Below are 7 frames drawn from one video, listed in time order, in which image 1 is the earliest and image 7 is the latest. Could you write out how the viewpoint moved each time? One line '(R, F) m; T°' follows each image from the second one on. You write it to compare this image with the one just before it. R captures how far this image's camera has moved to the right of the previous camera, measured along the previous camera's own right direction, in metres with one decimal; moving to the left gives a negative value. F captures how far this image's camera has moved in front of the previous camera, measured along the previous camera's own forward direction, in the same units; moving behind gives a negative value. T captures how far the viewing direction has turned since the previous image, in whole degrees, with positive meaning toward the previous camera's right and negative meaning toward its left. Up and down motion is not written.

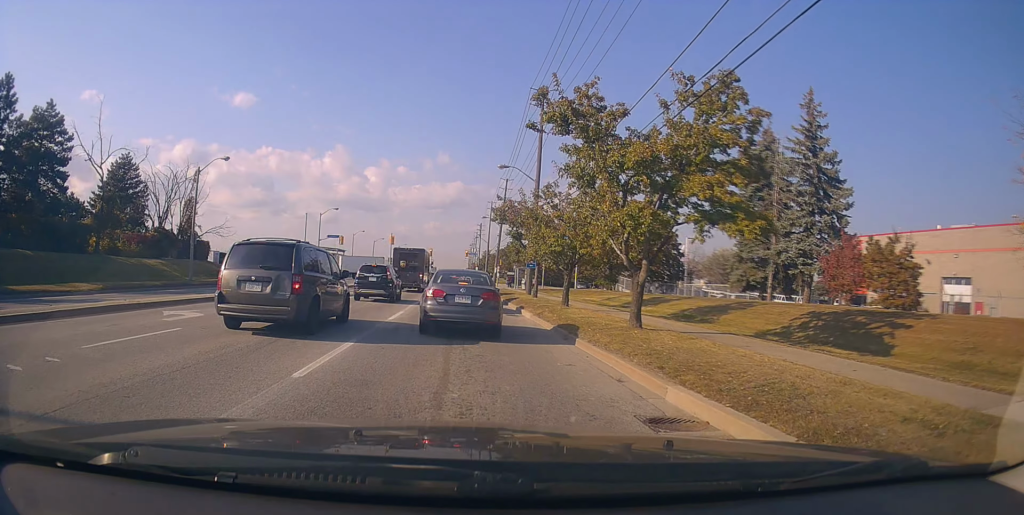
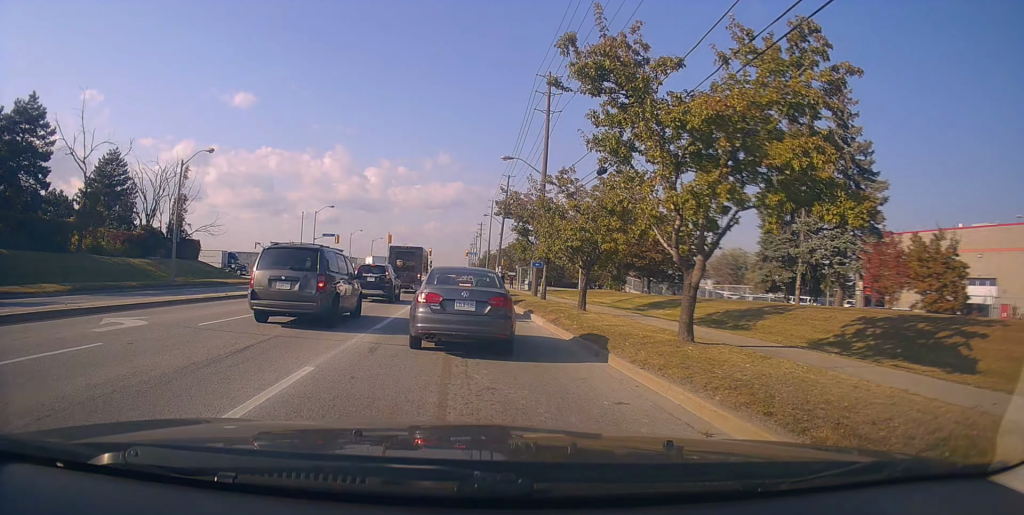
(-0.2, +2.9) m; -3°
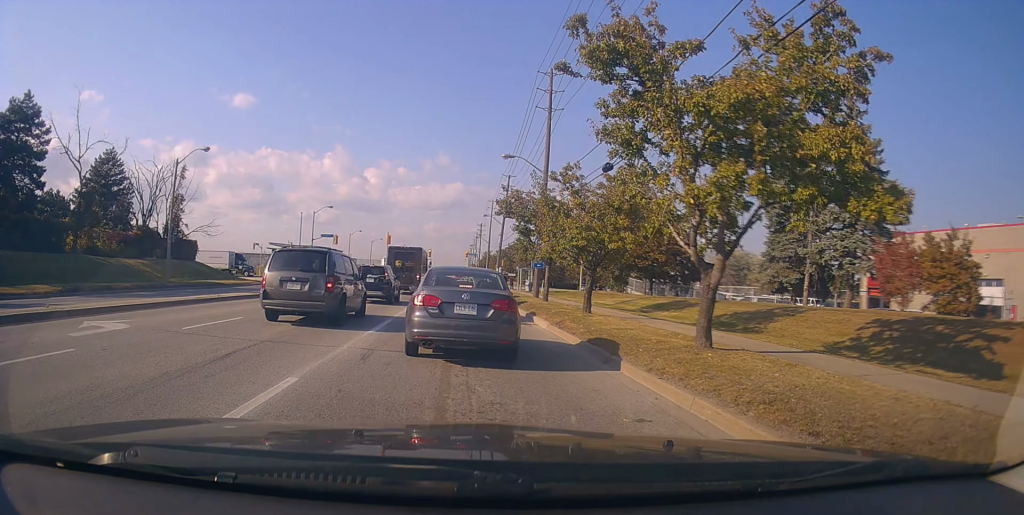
(-0.1, +1.0) m; 0°
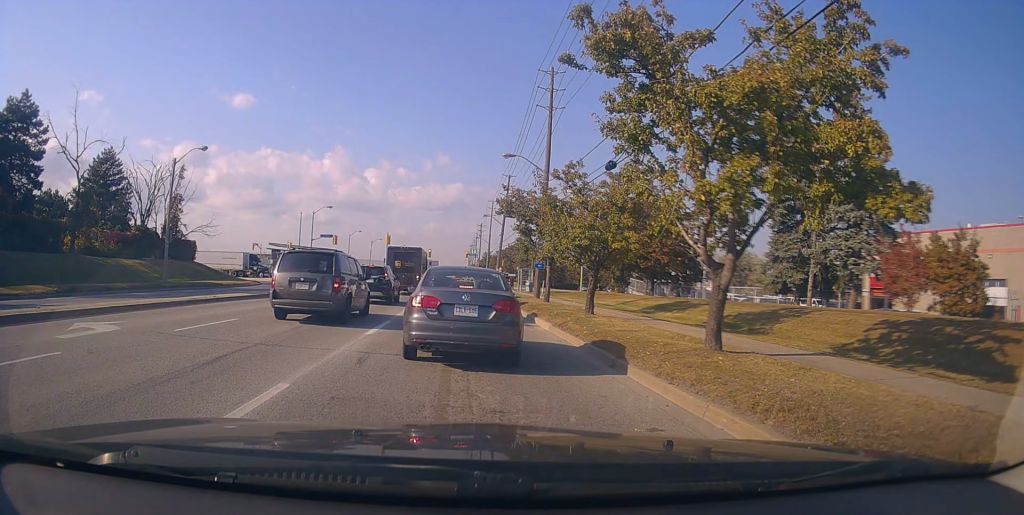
(-0.2, +0.4) m; 0°
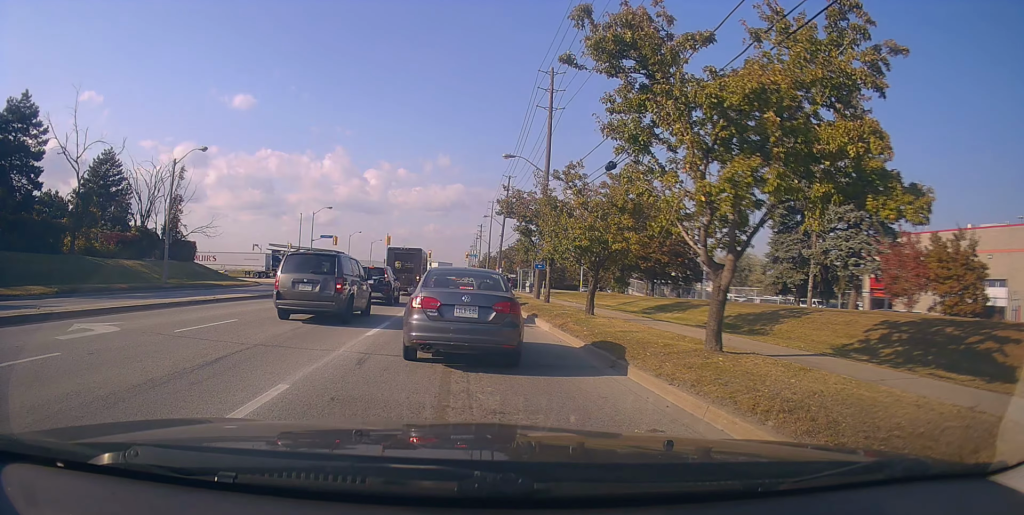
(-0.3, +0.1) m; 0°
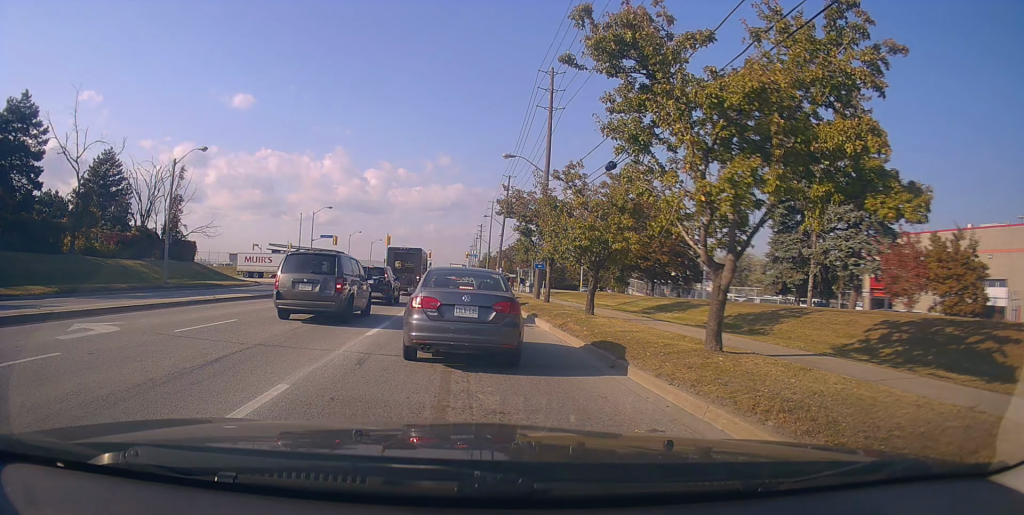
(0.0, 0.0) m; 0°
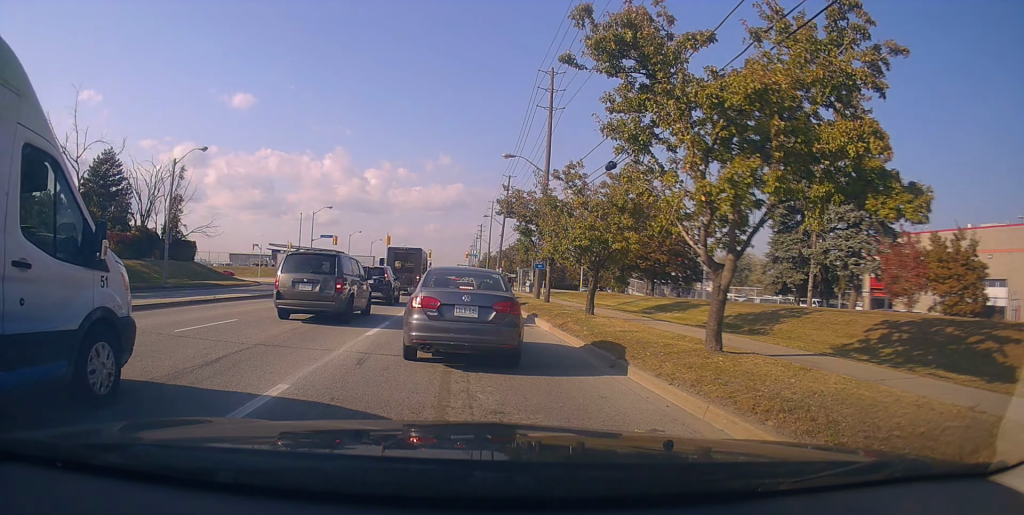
(0.0, 0.0) m; 0°
